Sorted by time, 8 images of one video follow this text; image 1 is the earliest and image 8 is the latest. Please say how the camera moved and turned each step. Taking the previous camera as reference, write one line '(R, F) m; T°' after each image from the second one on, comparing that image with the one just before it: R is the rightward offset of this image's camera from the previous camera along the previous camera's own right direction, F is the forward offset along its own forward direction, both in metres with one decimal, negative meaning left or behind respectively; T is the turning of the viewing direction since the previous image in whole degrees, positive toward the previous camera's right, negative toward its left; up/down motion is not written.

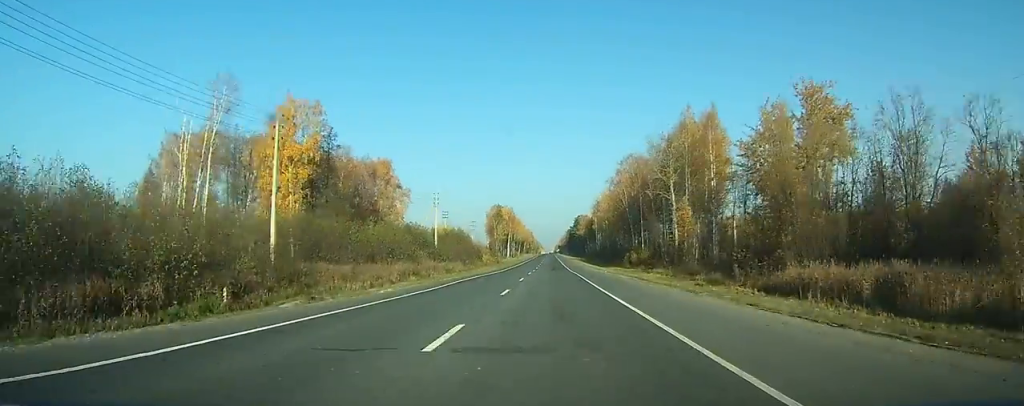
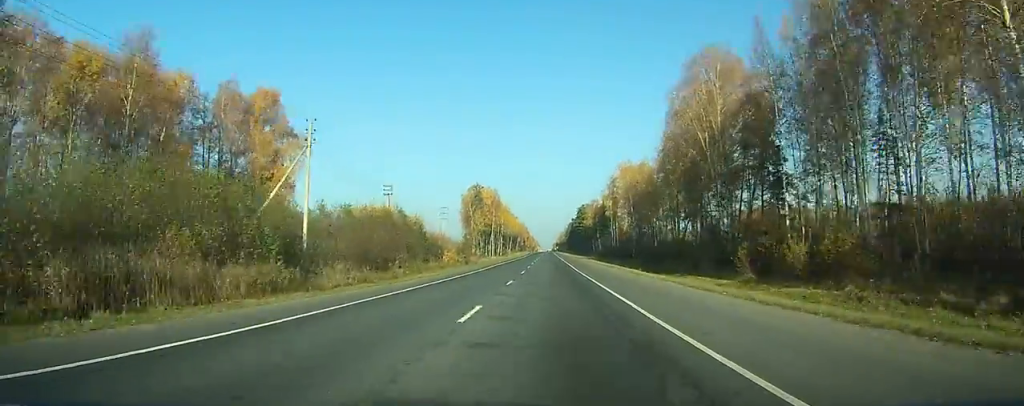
(-0.1, +56.9) m; 0°
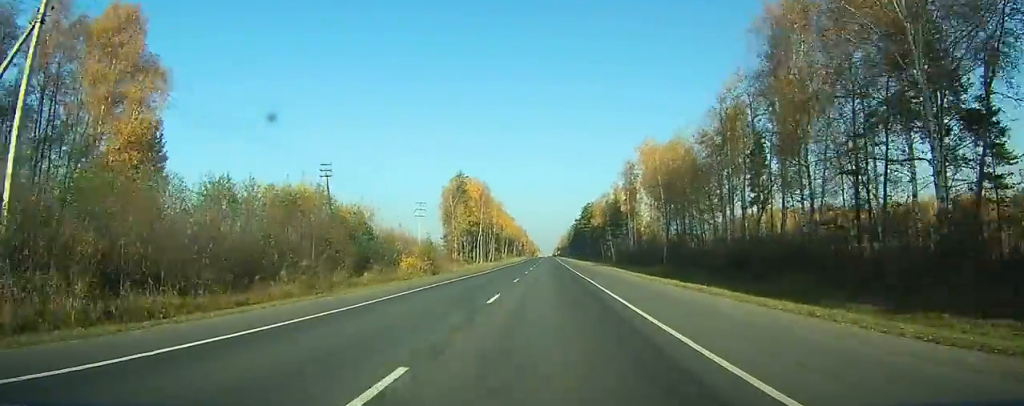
(0.0, +31.0) m; 0°
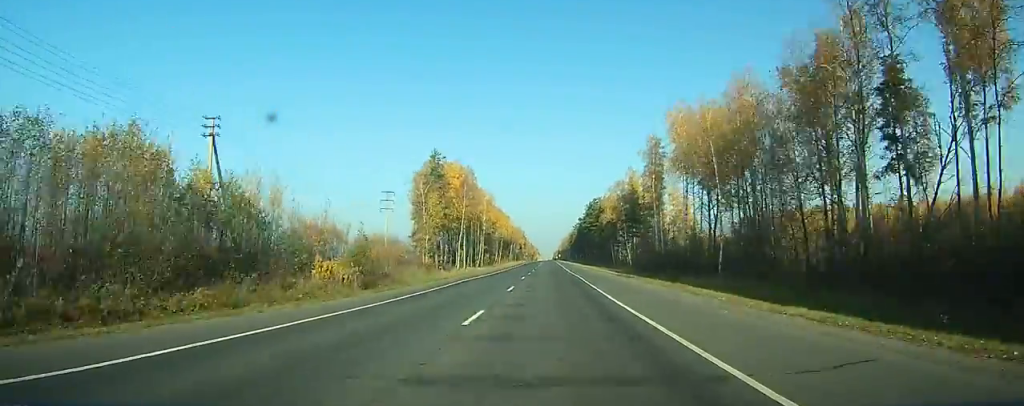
(+0.1, +28.2) m; 0°
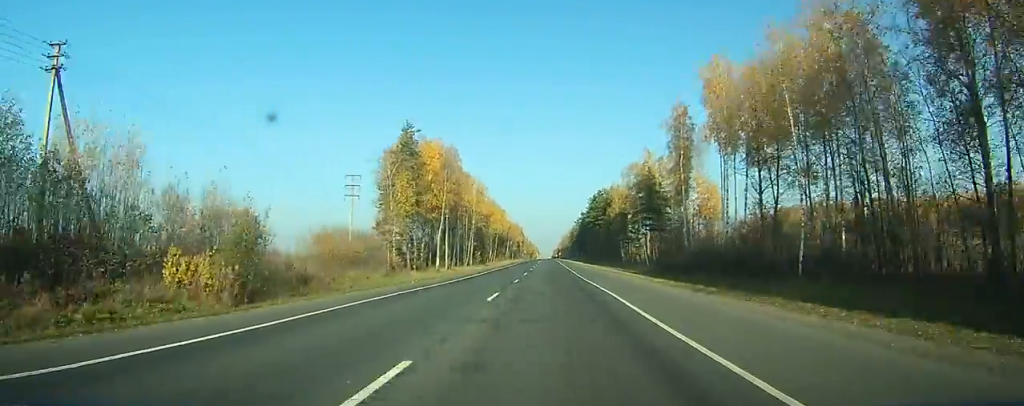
(0.0, +19.3) m; 0°
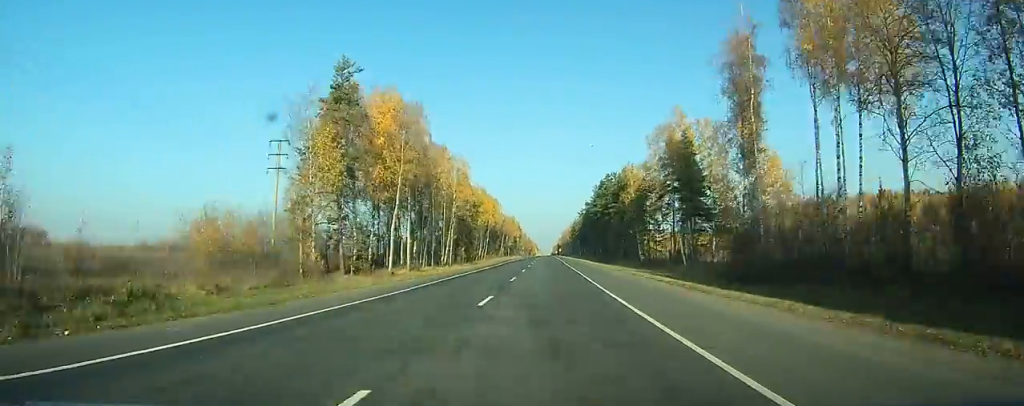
(0.0, +25.4) m; 0°
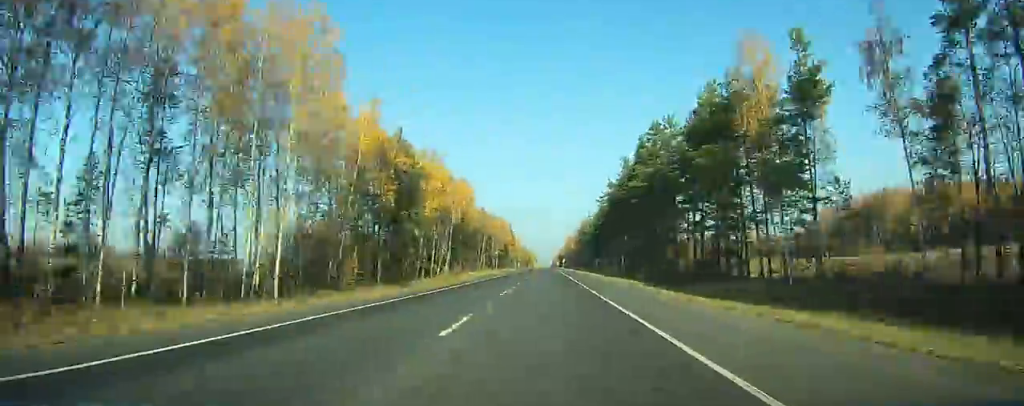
(-0.1, +64.1) m; 0°
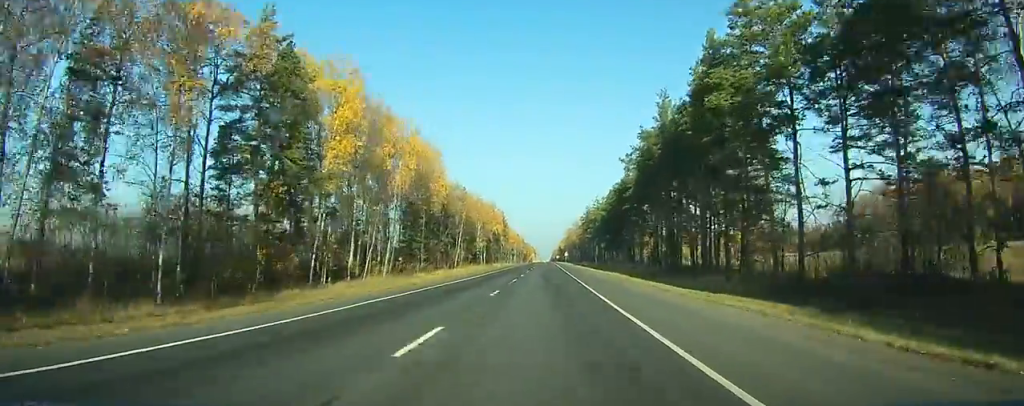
(+0.1, +37.3) m; 0°
